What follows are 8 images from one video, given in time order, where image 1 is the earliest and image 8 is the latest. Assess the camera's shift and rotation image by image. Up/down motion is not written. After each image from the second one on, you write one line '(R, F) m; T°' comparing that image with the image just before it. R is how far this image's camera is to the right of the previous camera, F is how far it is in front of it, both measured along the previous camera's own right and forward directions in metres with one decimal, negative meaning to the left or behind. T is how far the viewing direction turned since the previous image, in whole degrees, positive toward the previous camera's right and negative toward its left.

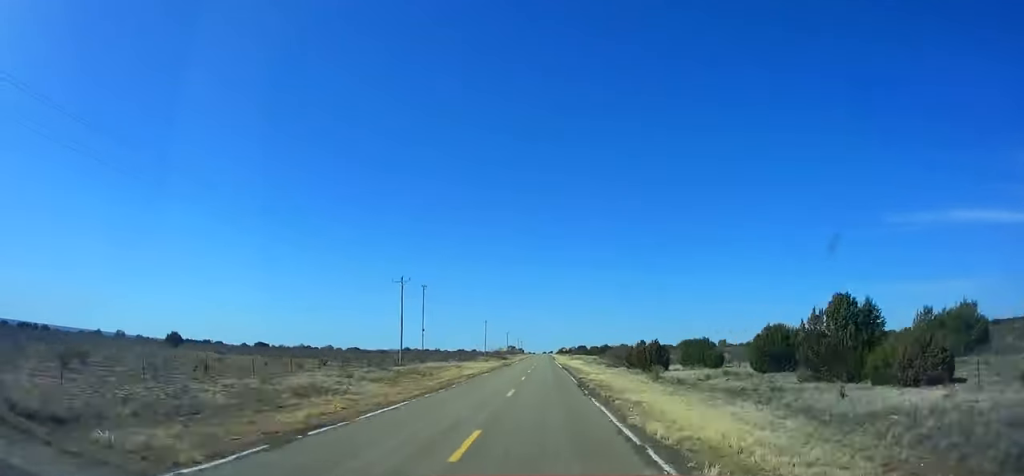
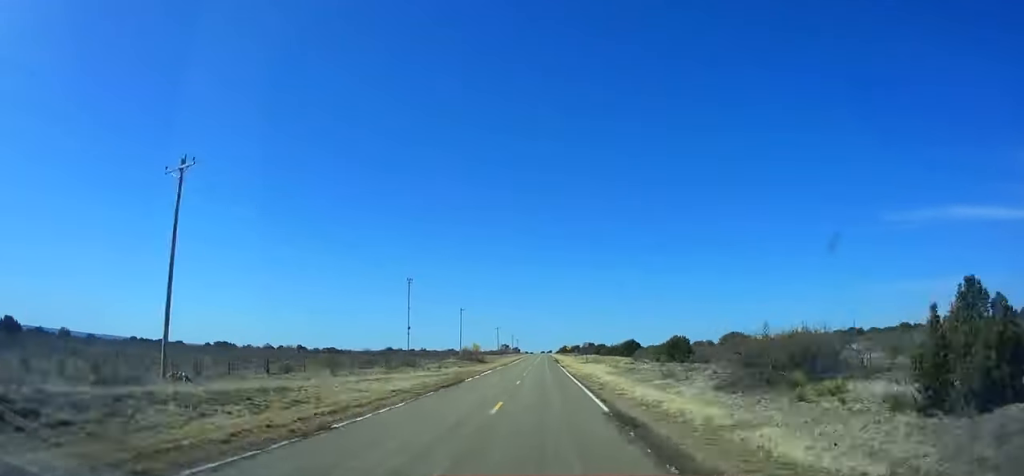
(+0.4, +43.1) m; 0°
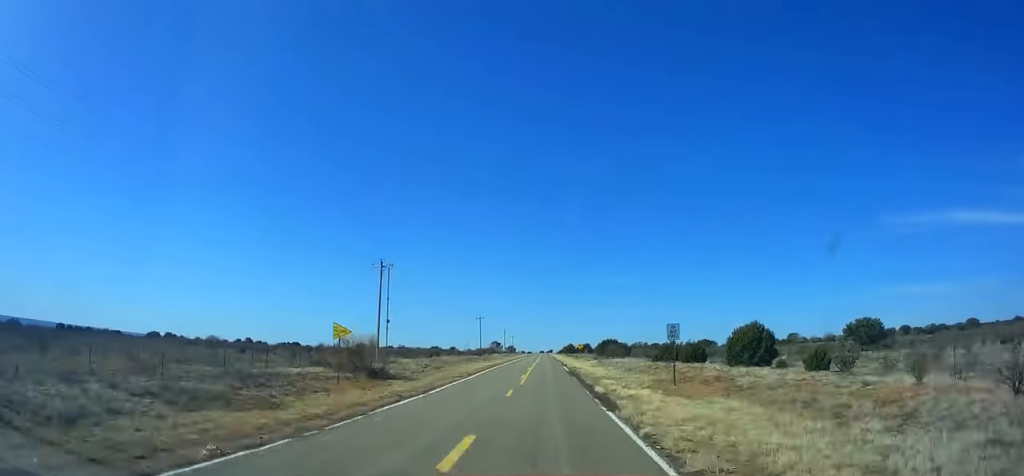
(-0.7, +55.9) m; 0°
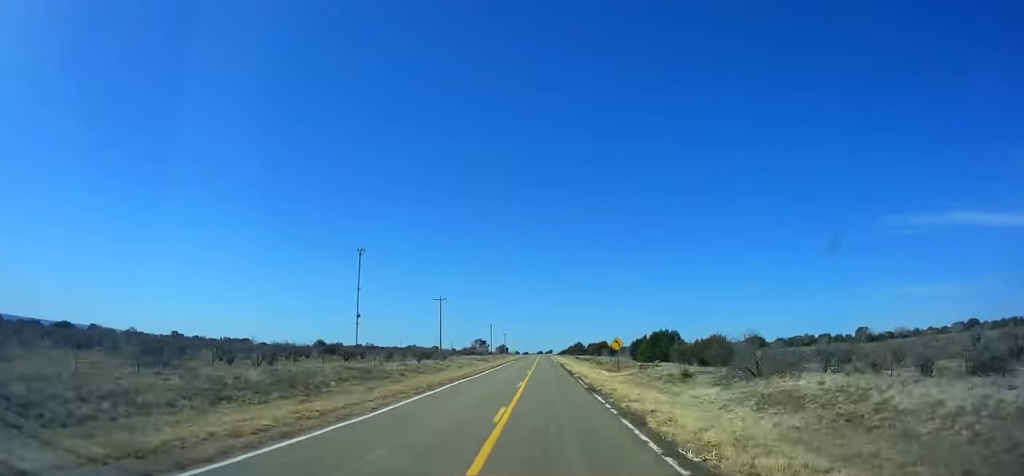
(-0.3, +55.8) m; 0°
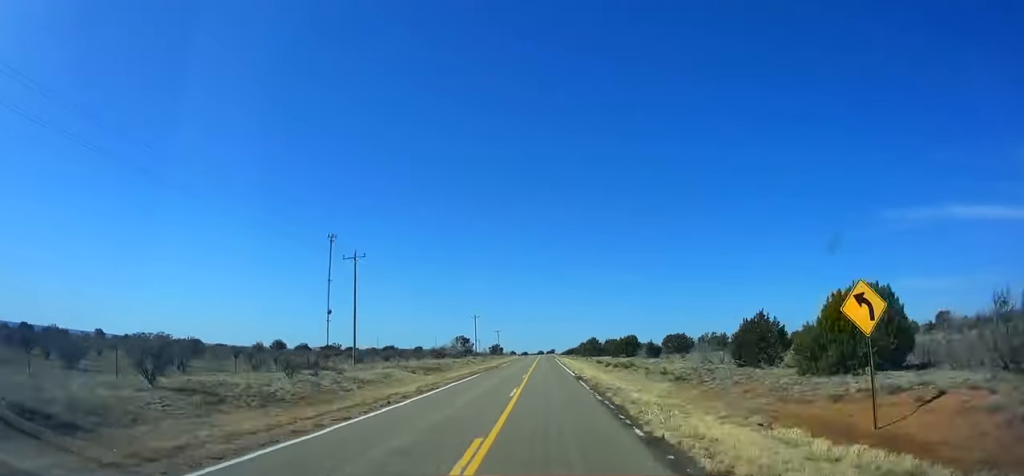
(+0.6, +42.1) m; 0°
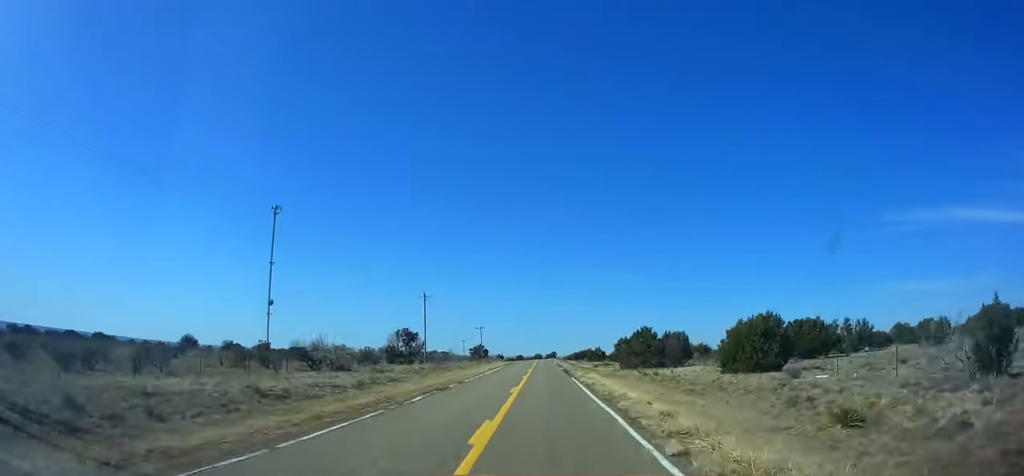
(+0.3, +58.0) m; 0°
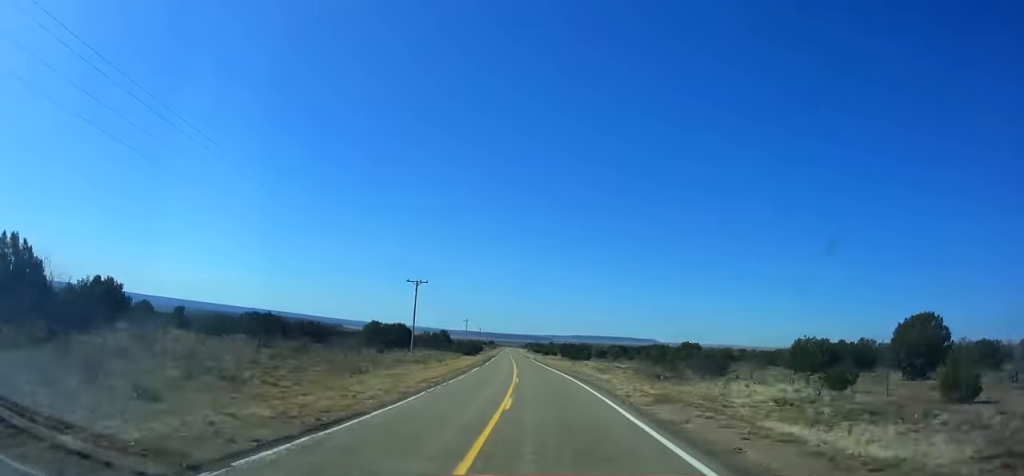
(-29.1, +283.0) m; -18°
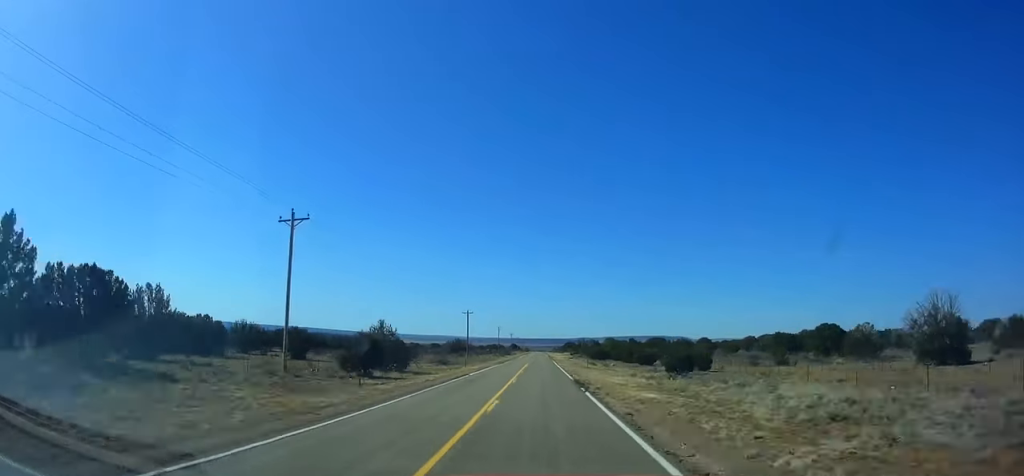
(-10.9, +146.8) m; -5°
